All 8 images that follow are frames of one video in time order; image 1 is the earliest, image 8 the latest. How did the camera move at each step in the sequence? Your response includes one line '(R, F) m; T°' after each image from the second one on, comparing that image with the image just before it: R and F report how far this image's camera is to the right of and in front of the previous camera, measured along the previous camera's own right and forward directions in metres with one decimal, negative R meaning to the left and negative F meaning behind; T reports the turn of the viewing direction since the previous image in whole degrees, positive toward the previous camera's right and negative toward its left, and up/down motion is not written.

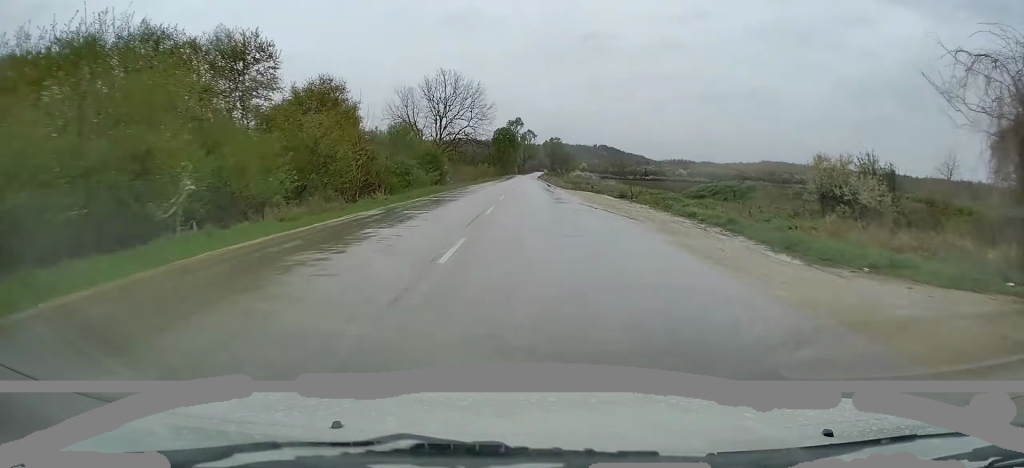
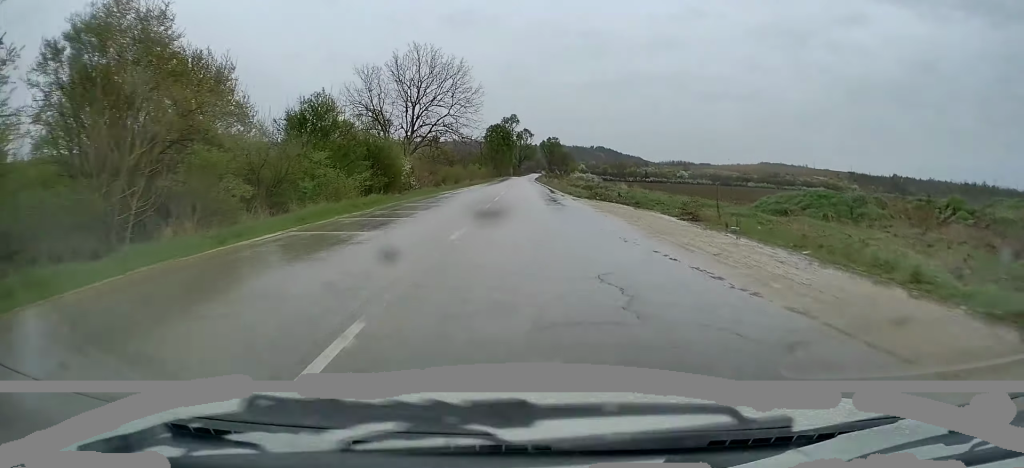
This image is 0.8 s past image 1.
(+0.1, +17.1) m; 0°
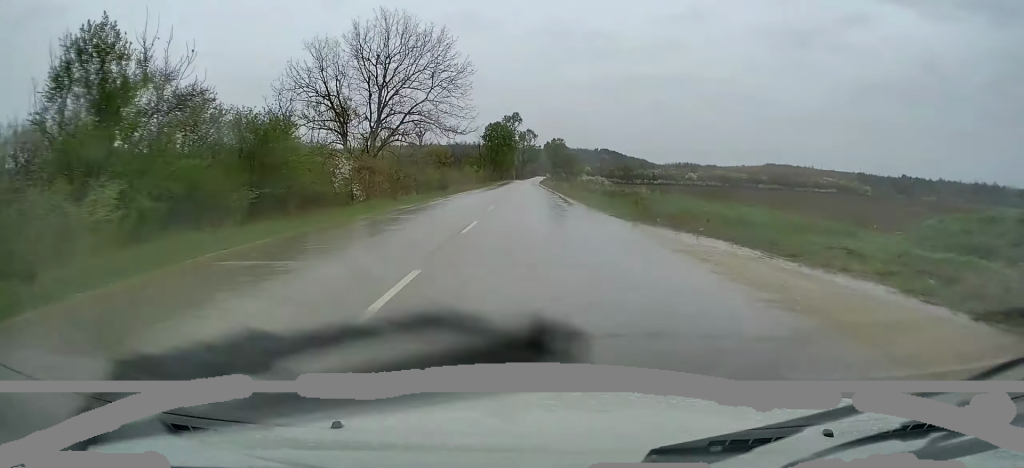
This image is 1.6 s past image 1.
(0.0, +15.7) m; -1°
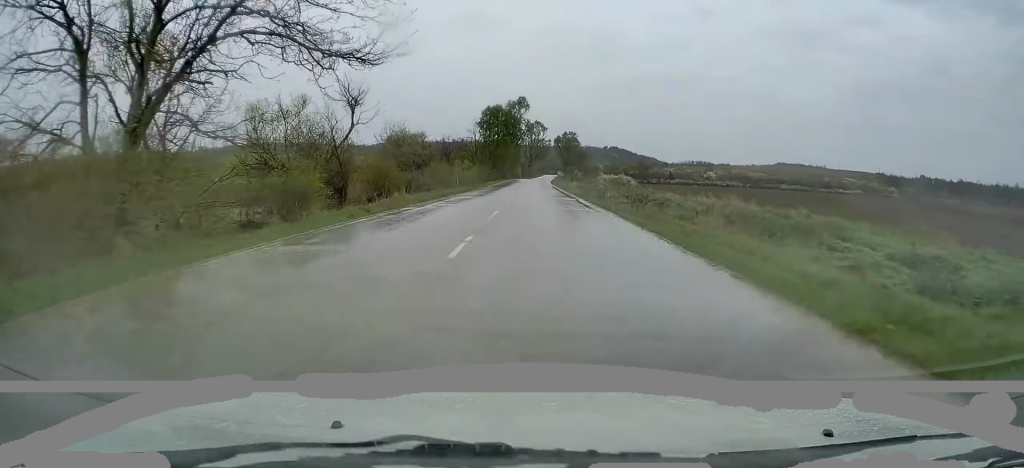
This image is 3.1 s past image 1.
(-0.5, +30.9) m; -1°
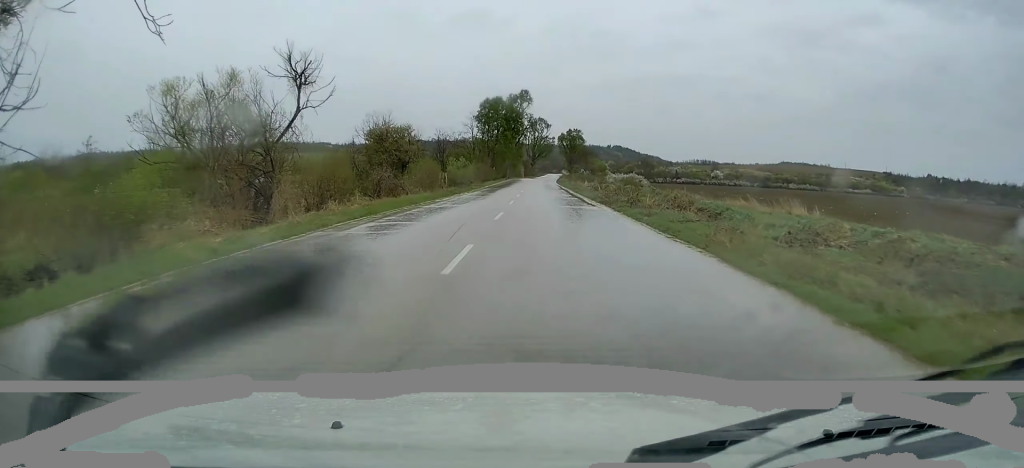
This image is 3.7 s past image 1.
(0.0, +10.7) m; 0°
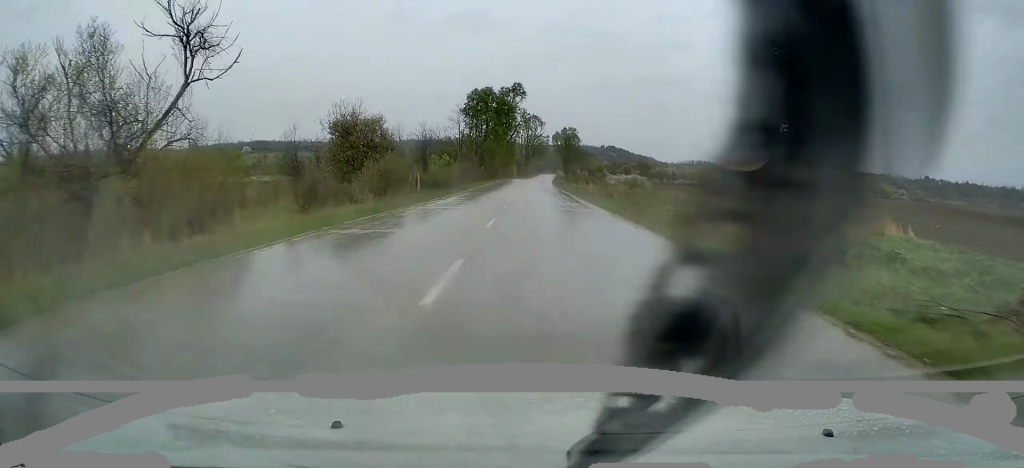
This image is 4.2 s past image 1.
(+0.1, +10.7) m; +1°
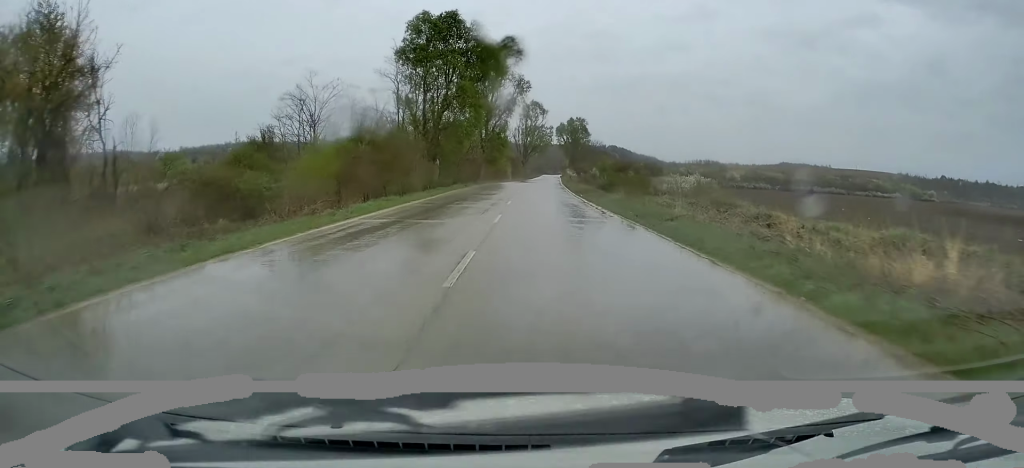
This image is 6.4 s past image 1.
(0.0, +43.6) m; 0°
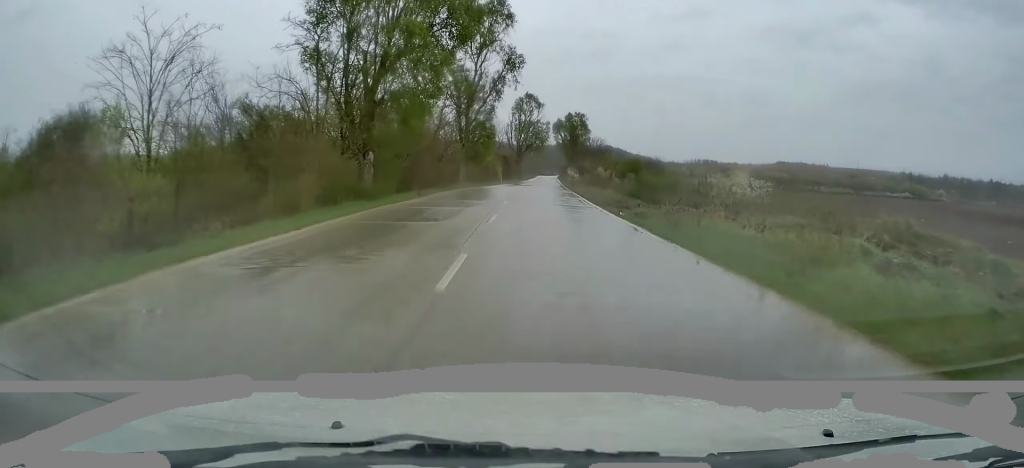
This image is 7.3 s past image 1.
(+0.2, +18.5) m; +1°
